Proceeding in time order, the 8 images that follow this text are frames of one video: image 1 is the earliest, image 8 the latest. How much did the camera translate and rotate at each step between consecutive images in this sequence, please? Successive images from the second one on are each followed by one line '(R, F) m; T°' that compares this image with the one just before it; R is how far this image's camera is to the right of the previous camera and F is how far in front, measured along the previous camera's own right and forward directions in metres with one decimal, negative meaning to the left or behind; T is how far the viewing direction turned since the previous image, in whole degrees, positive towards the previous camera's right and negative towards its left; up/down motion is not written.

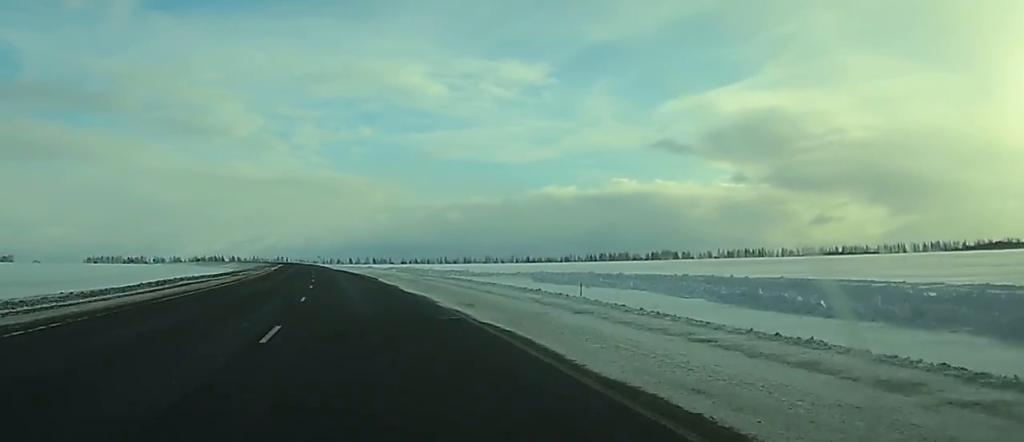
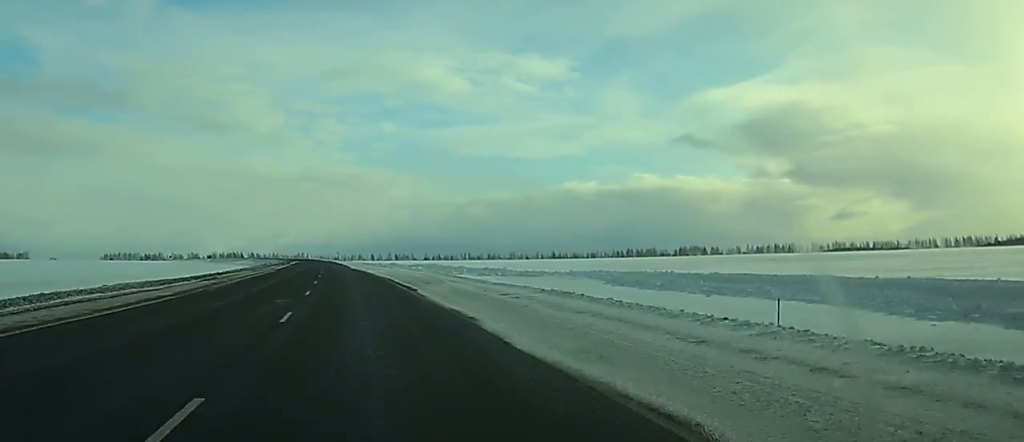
(0.0, +20.0) m; -1°
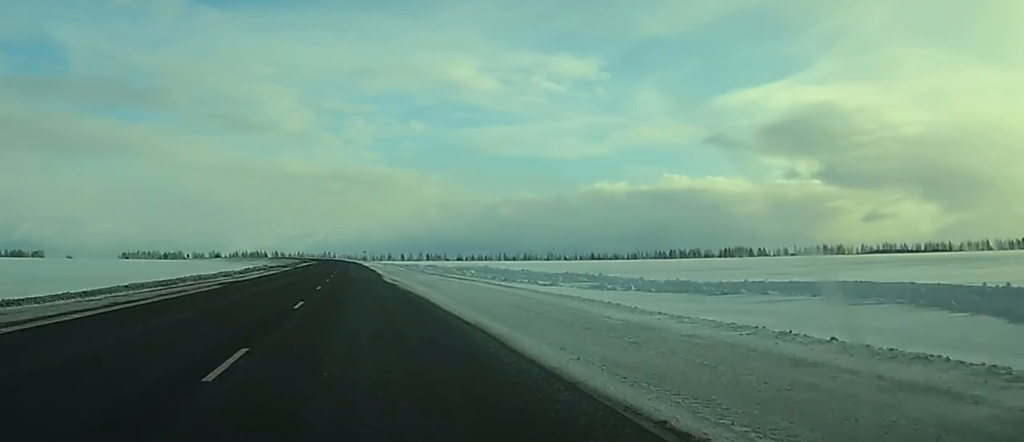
(-0.9, +44.3) m; -2°
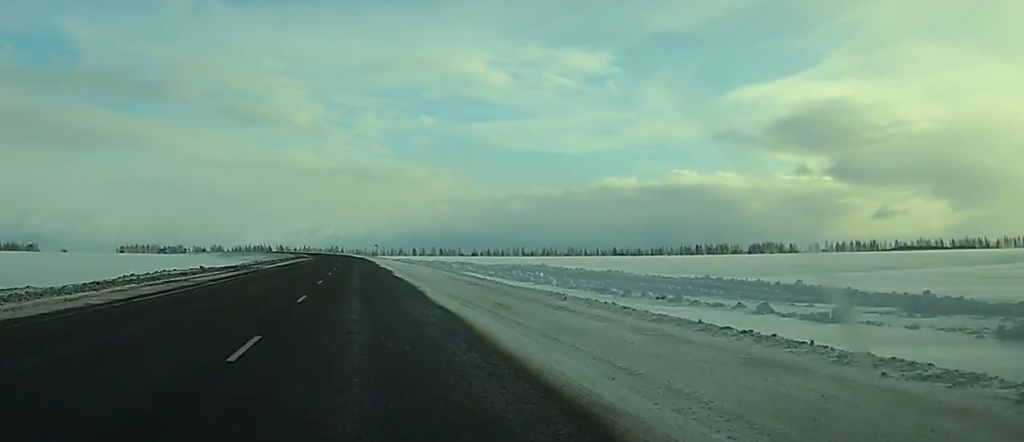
(-0.5, +46.7) m; -1°
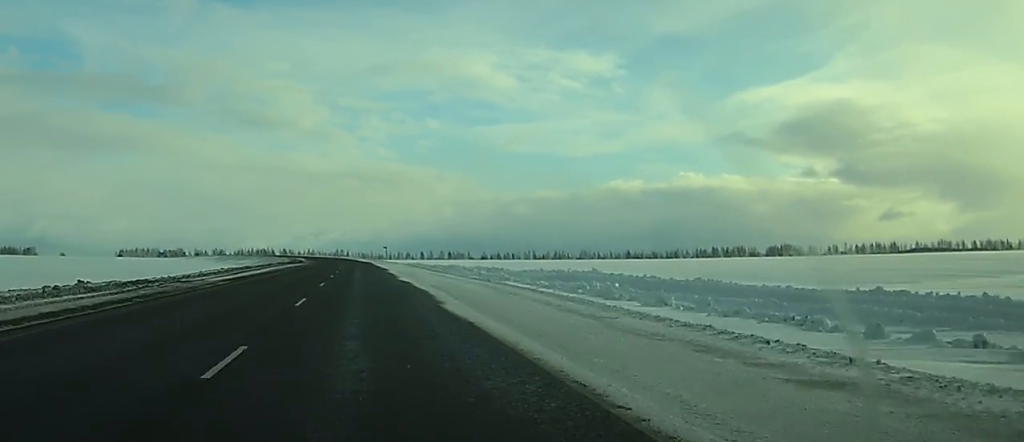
(-0.1, +25.5) m; -1°
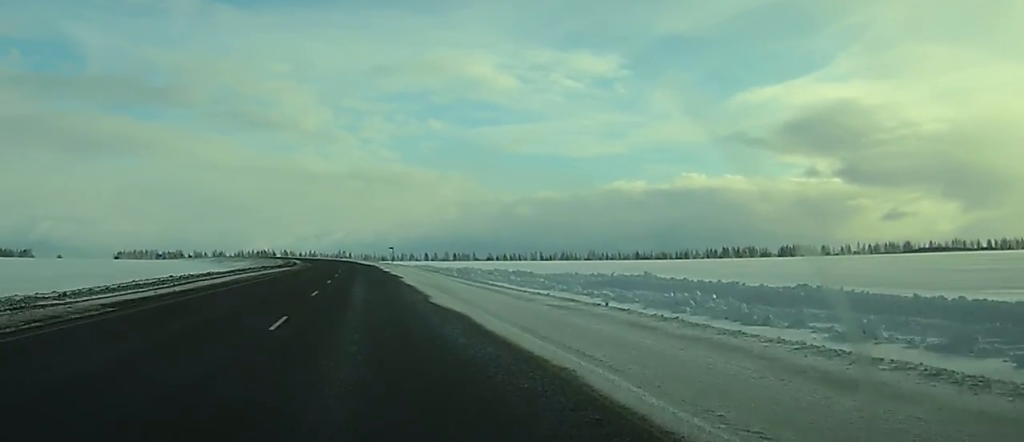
(-0.1, +18.4) m; 0°
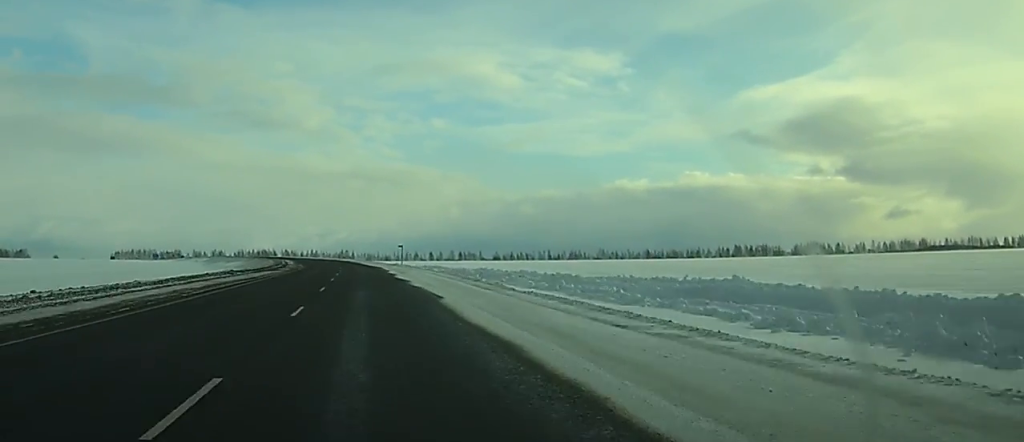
(-0.1, +20.5) m; 0°
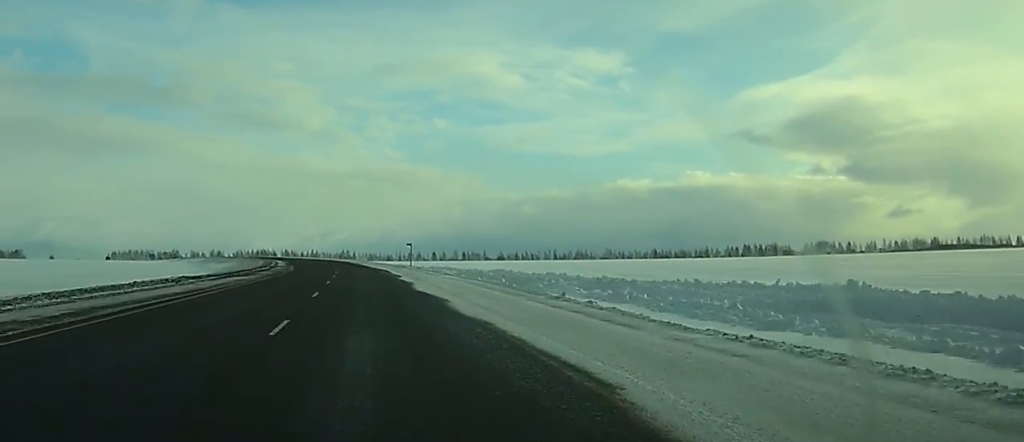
(0.0, +16.4) m; 0°
